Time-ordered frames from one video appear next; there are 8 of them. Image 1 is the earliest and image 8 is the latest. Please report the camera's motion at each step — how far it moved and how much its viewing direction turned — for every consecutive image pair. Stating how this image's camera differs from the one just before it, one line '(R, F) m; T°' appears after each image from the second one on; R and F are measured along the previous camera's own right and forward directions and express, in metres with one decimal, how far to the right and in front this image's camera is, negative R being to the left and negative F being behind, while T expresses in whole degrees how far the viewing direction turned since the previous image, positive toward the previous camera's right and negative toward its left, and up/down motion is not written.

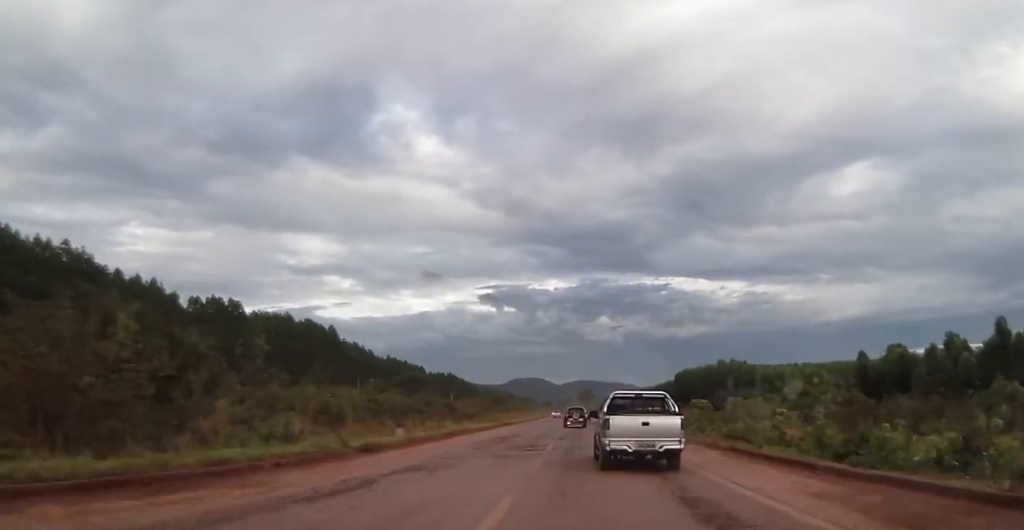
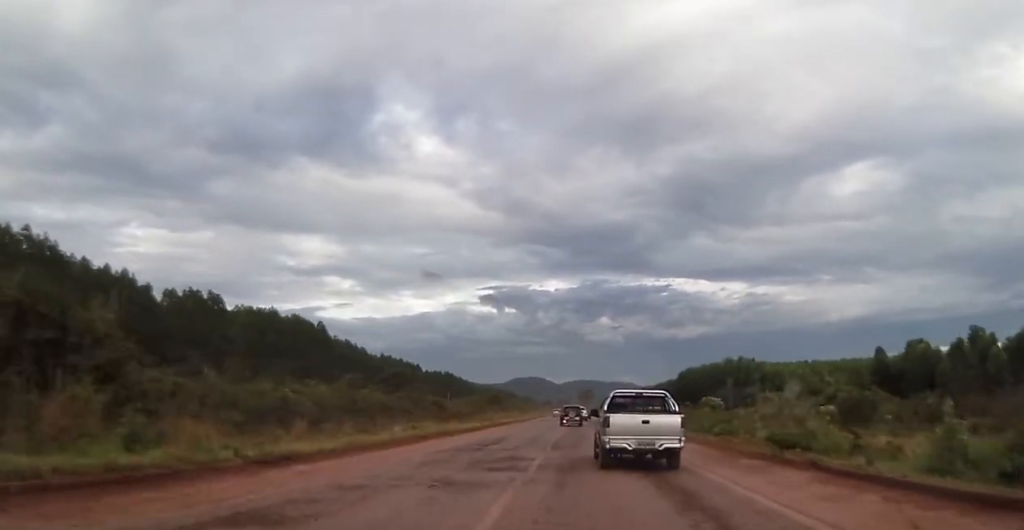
(+0.2, +8.1) m; 0°
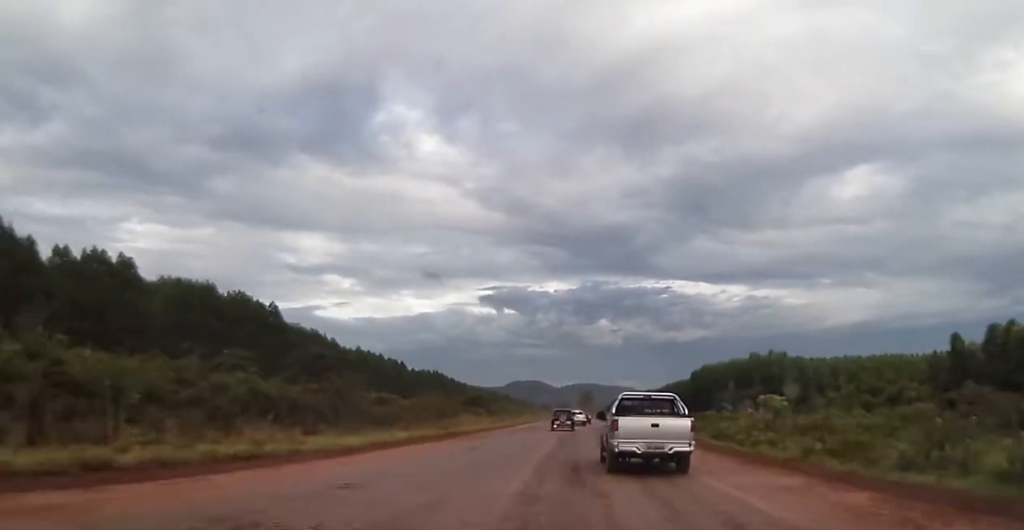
(-0.3, +27.0) m; 0°
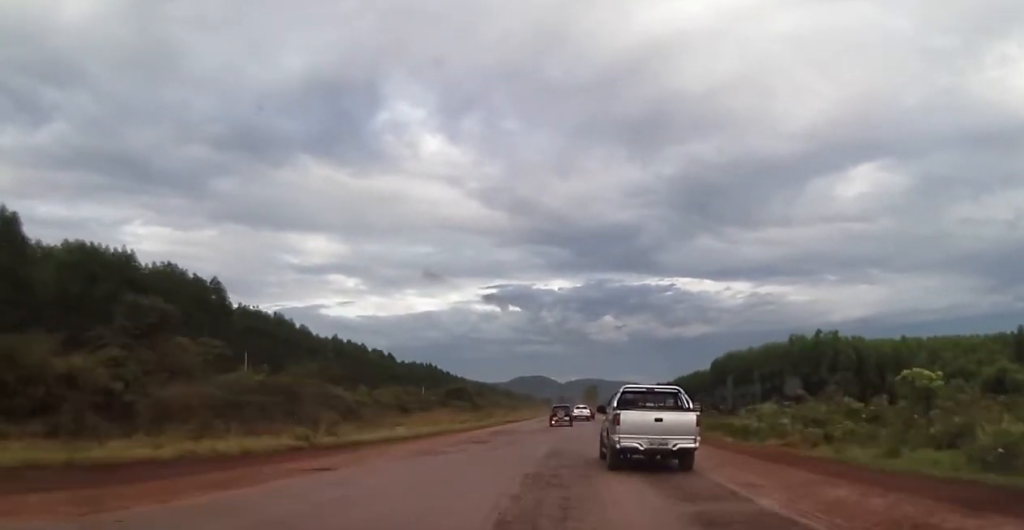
(+0.3, +26.2) m; 0°
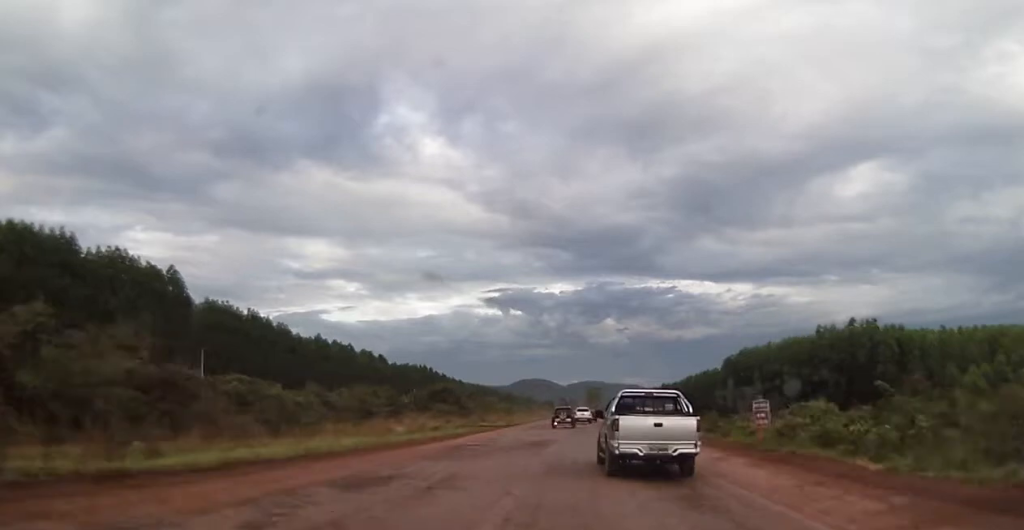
(-0.1, +14.4) m; 0°
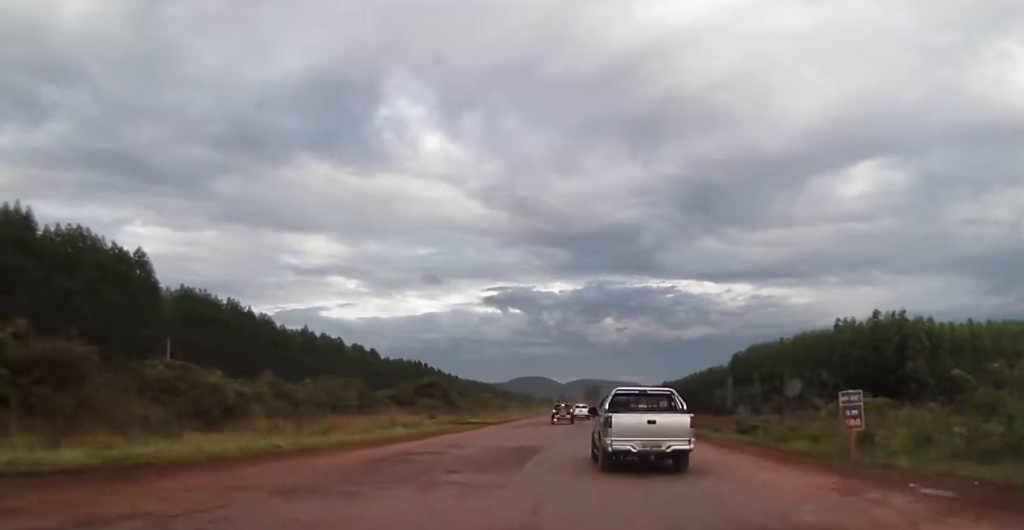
(-0.1, +8.9) m; 0°
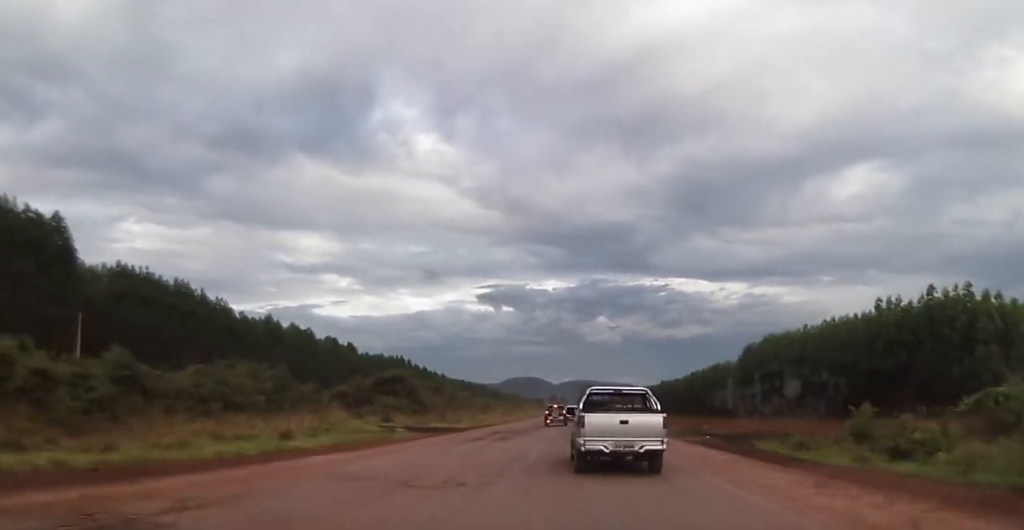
(+0.2, +17.5) m; 0°
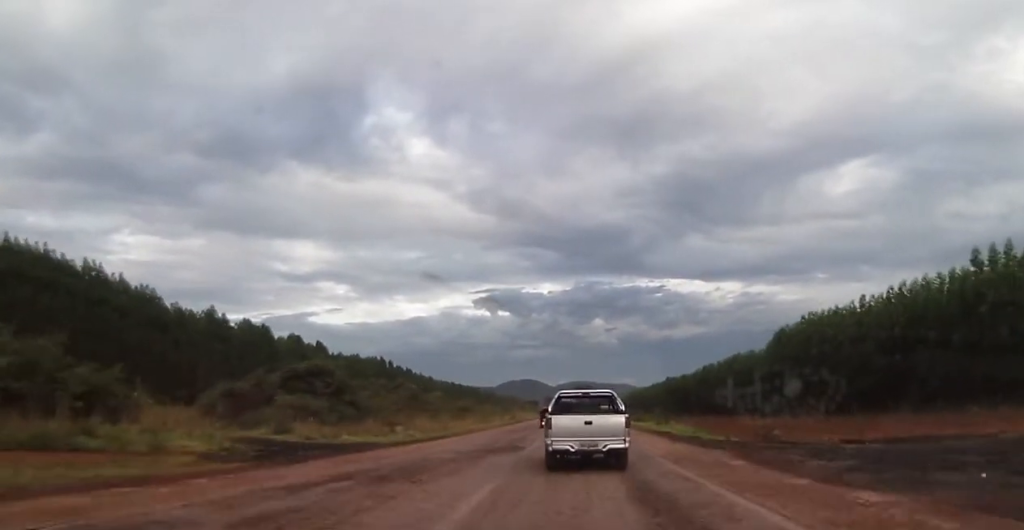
(-0.1, +25.2) m; 0°
